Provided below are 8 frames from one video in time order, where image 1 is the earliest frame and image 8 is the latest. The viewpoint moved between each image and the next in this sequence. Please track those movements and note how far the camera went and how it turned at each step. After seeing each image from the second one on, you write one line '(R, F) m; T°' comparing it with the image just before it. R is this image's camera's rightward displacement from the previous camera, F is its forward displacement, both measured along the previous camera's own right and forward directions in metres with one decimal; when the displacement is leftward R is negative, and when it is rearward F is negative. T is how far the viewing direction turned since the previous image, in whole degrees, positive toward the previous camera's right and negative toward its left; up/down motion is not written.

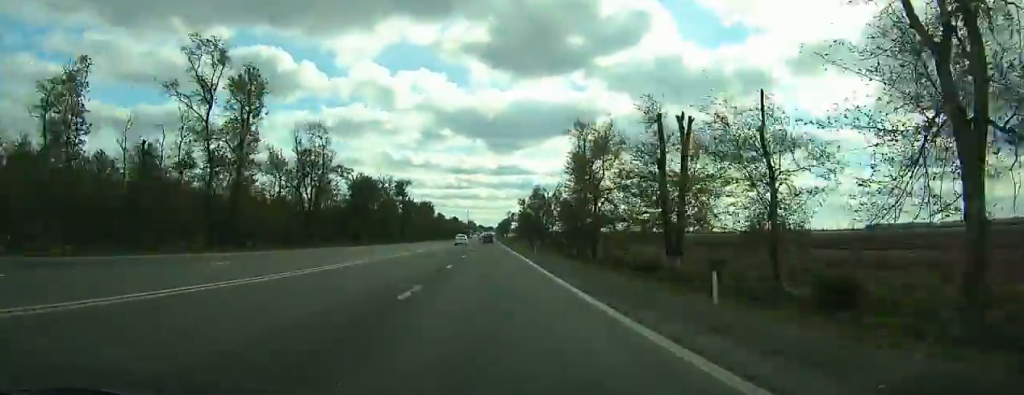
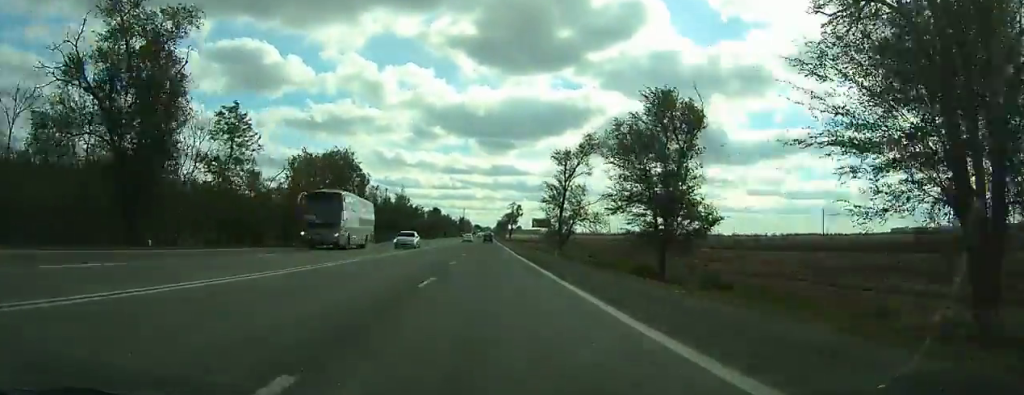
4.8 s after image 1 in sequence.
(0.0, +117.5) m; 0°
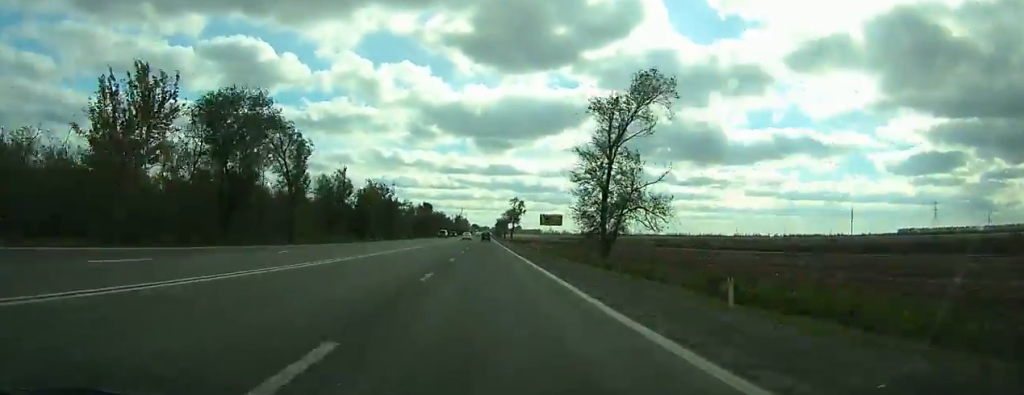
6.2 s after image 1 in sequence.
(-0.1, +34.5) m; 0°
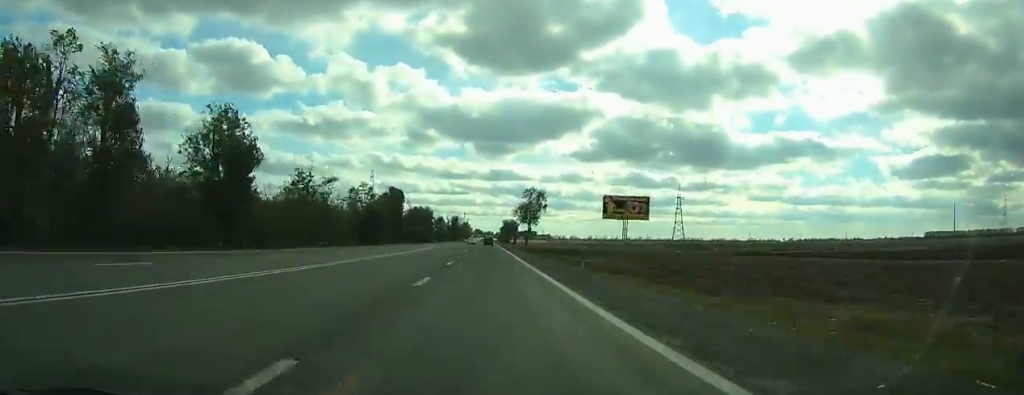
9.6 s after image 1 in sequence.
(+0.4, +83.8) m; 0°
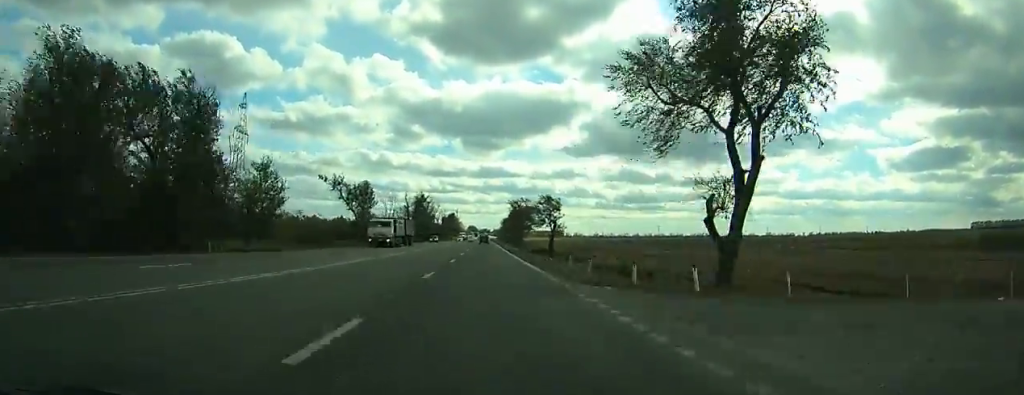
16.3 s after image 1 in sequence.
(+0.8, +164.9) m; 0°
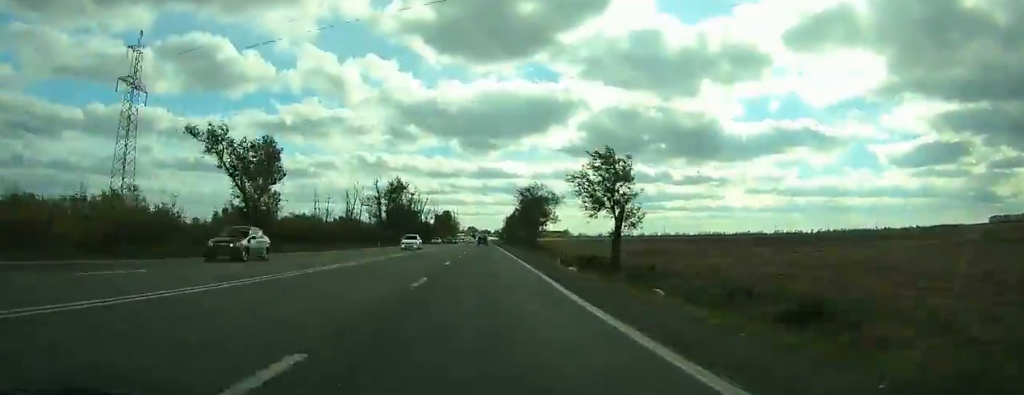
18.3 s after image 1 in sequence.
(-0.2, +49.1) m; 0°
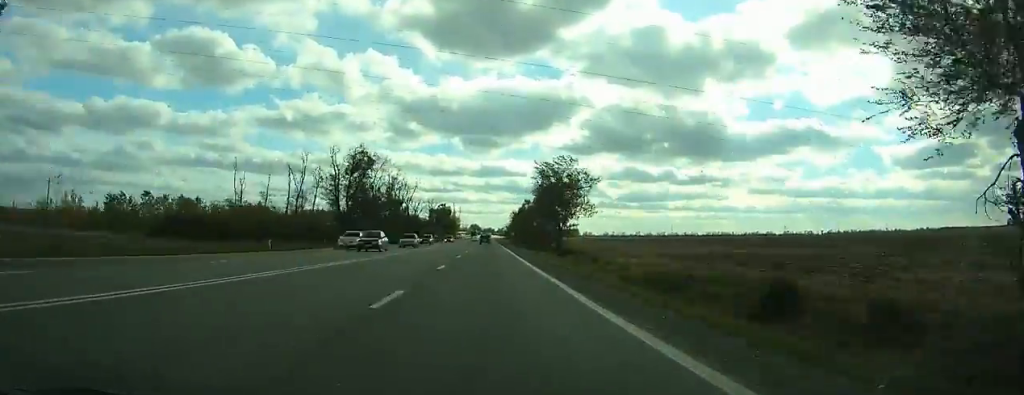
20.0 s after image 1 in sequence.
(0.0, +41.7) m; 0°
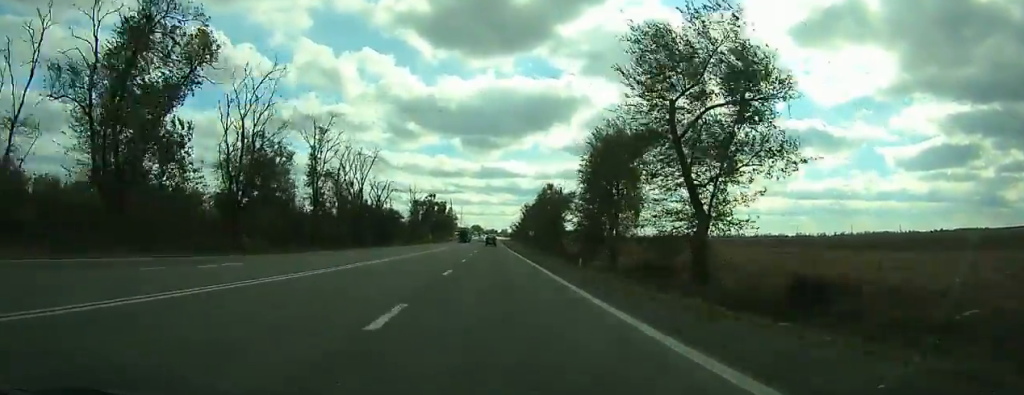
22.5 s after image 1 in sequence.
(0.0, +61.3) m; 0°
